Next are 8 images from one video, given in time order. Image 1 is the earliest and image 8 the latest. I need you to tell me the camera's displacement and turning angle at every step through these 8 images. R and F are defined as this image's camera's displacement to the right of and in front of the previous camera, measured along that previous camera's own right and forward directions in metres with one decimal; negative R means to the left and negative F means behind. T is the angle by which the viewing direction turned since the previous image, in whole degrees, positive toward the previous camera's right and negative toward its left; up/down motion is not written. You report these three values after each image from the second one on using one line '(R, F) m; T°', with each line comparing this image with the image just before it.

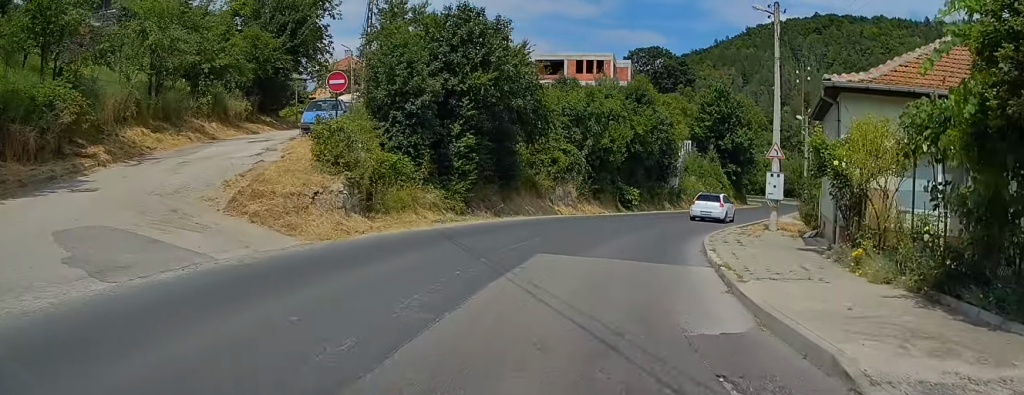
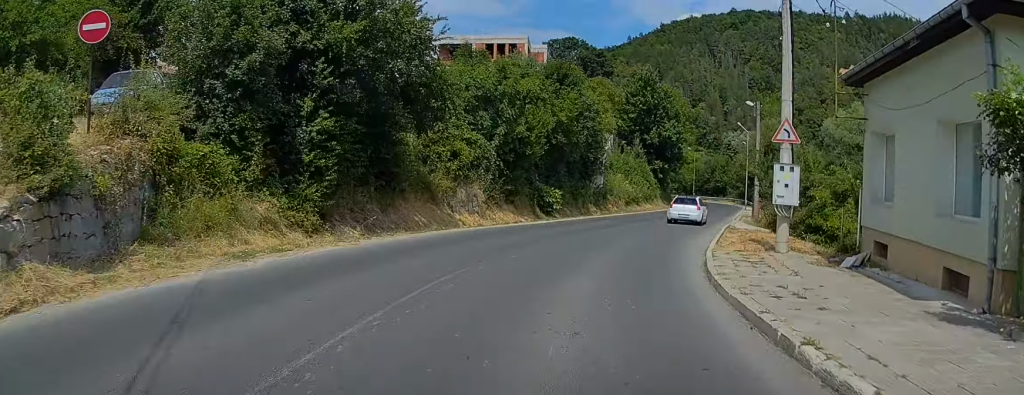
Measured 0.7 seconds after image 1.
(+0.6, +8.6) m; +7°
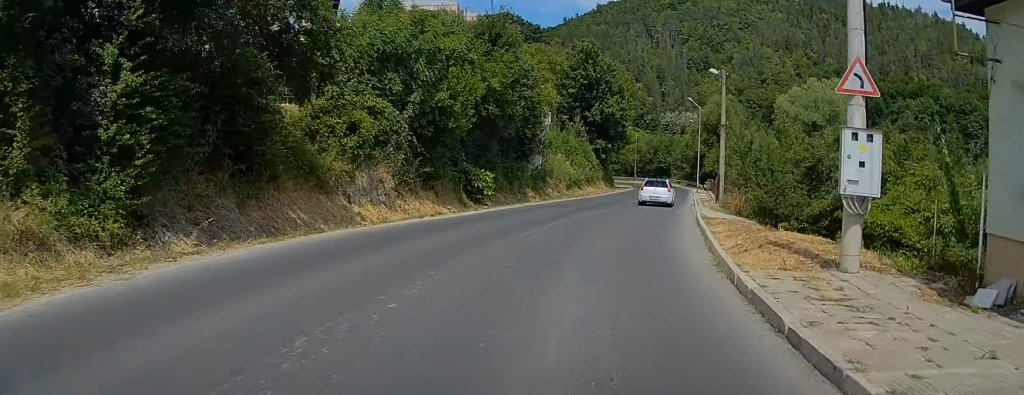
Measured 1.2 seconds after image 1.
(+0.2, +6.5) m; +5°
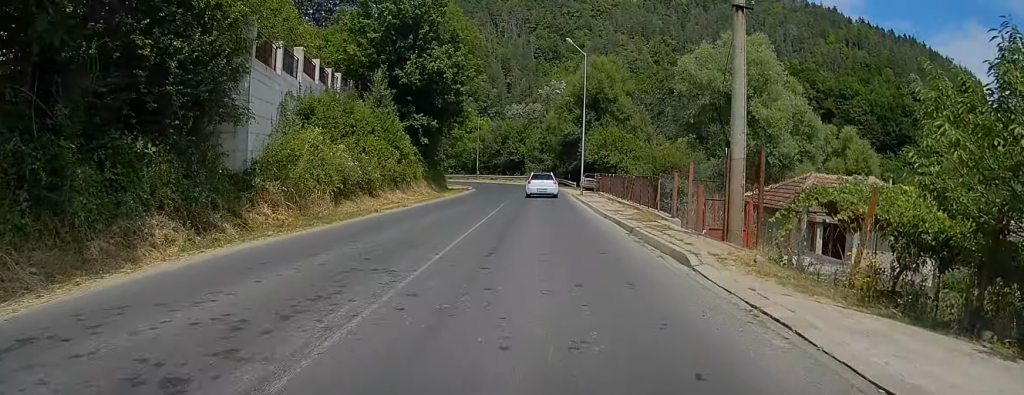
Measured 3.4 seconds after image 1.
(+4.1, +26.8) m; +11°
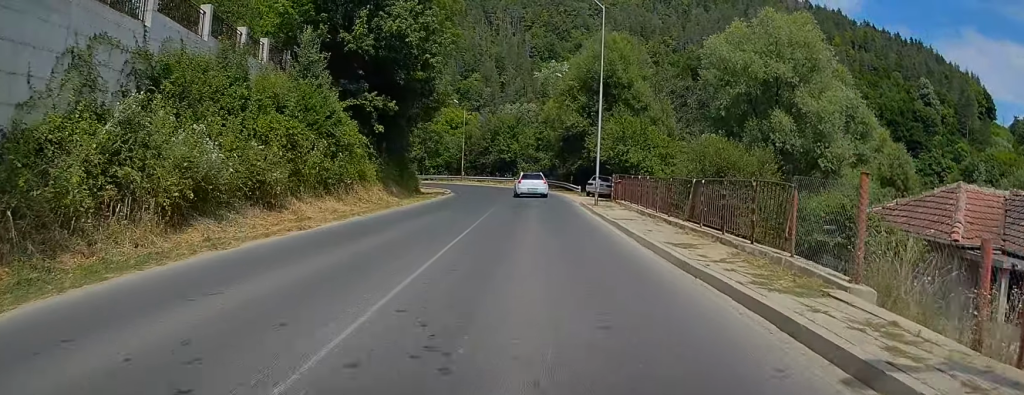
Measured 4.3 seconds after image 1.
(-0.2, +12.2) m; -1°
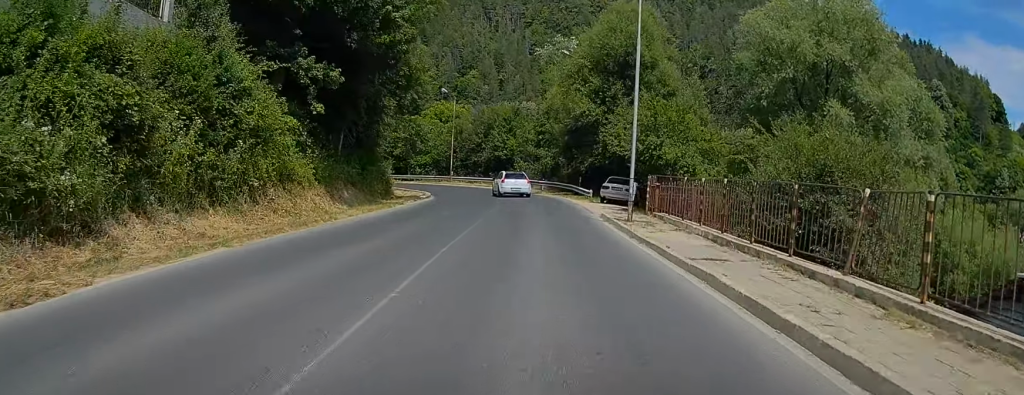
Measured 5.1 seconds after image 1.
(-0.1, +9.8) m; 0°
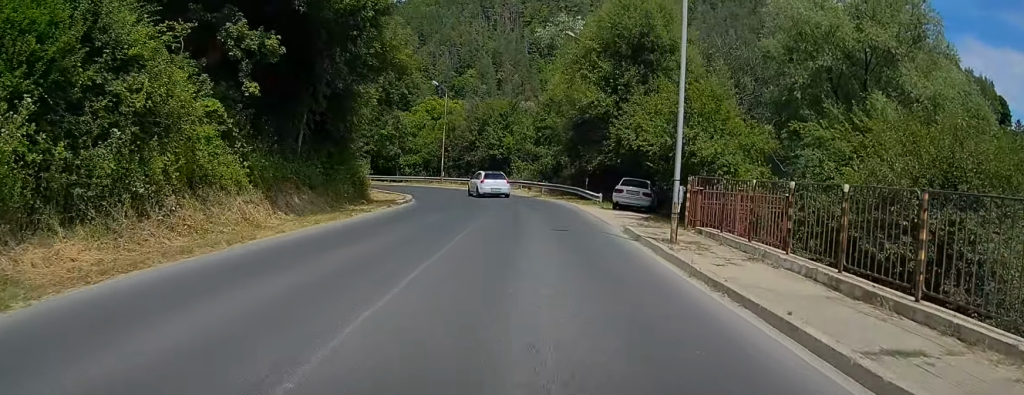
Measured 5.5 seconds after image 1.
(0.0, +5.8) m; 0°
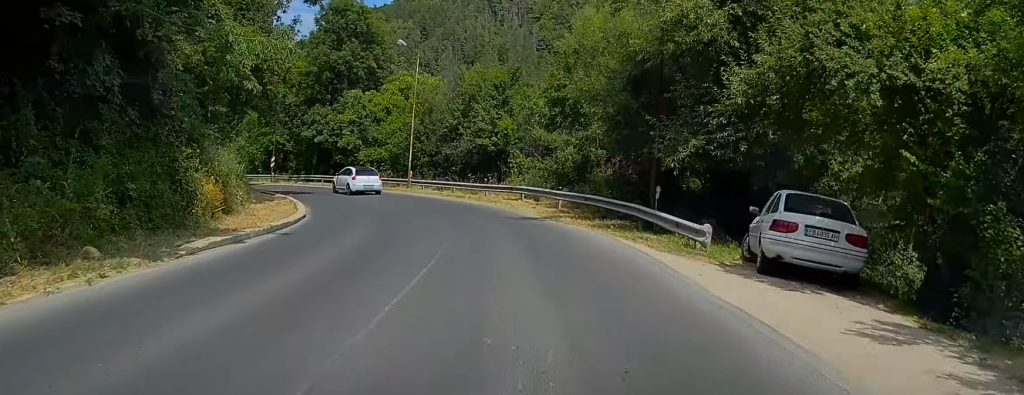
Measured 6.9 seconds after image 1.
(-0.6, +19.0) m; -6°
